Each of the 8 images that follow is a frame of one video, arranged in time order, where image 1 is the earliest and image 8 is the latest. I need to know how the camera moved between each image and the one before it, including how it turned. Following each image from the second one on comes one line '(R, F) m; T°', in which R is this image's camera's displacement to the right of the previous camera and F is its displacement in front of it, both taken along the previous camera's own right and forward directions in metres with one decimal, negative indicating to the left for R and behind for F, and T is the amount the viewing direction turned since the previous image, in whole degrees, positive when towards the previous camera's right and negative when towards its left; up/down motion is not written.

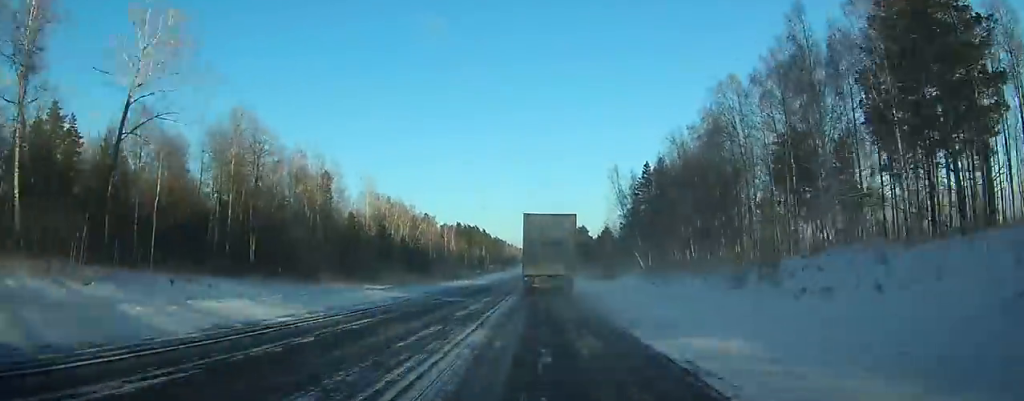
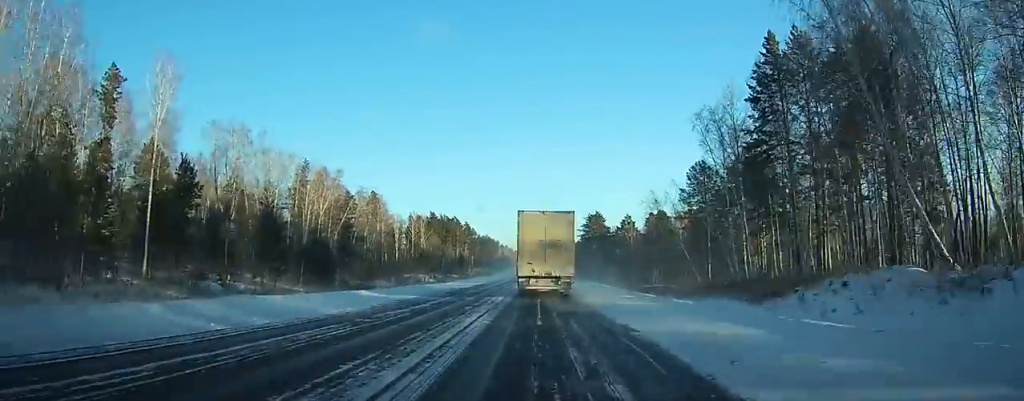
(+0.5, +76.6) m; 0°
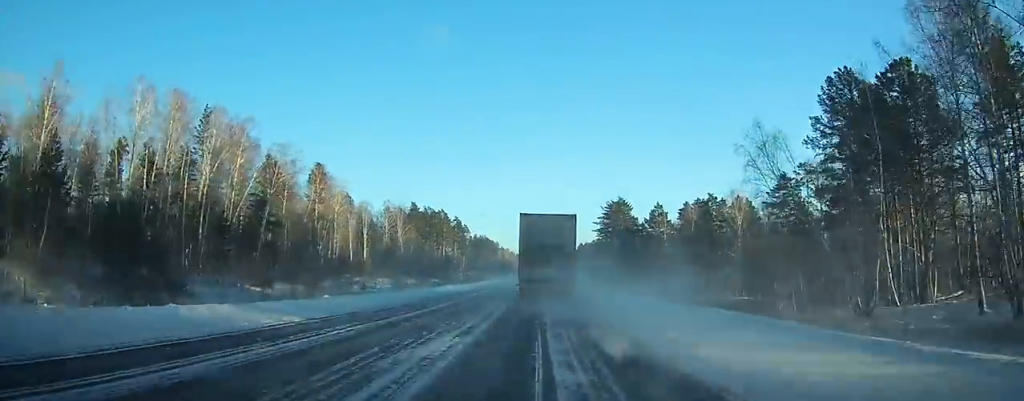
(-0.1, +48.0) m; 0°
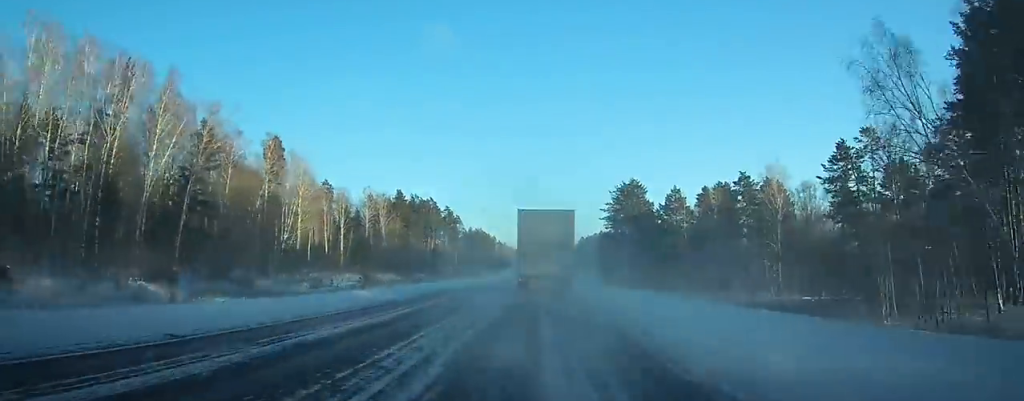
(-0.1, +21.6) m; 0°
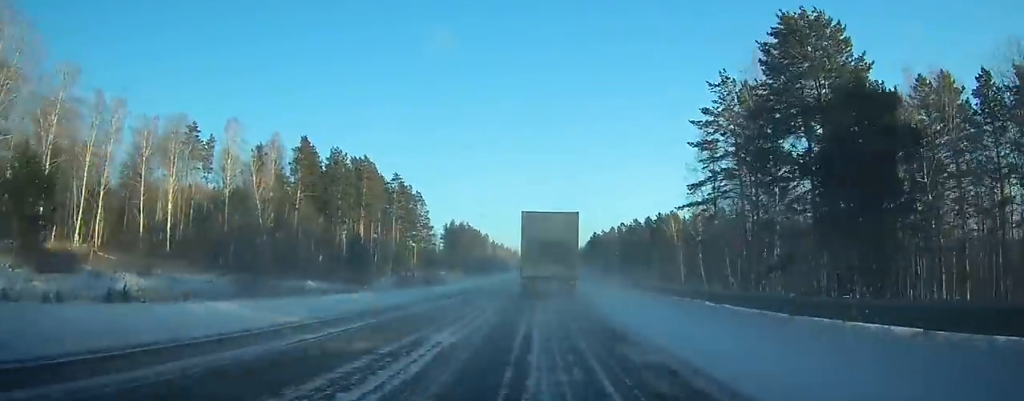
(+0.5, +83.4) m; +1°
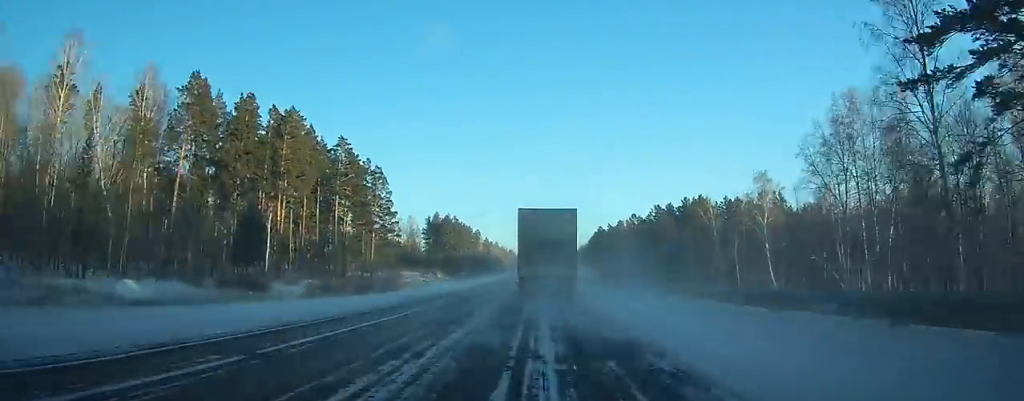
(0.0, +39.0) m; 0°
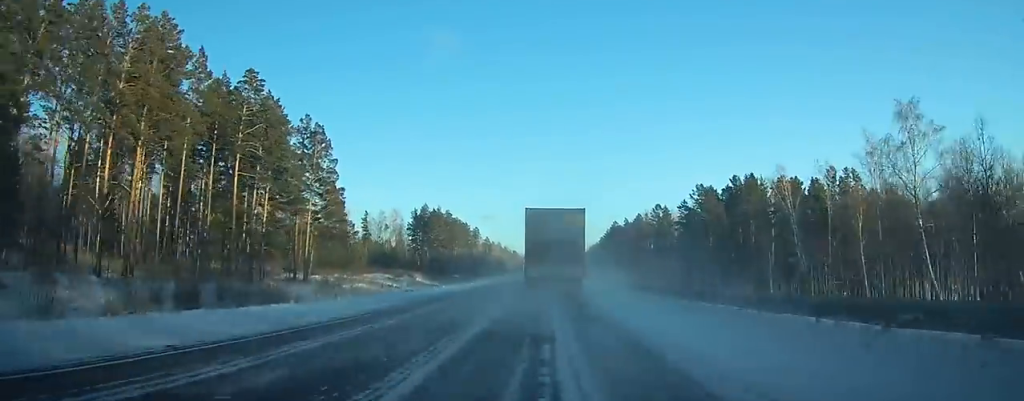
(-0.2, +37.7) m; -1°
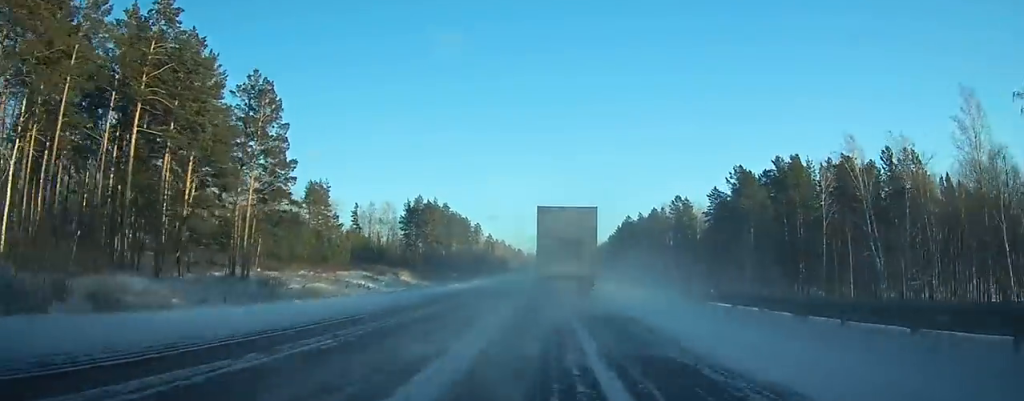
(-0.1, +20.4) m; 0°
